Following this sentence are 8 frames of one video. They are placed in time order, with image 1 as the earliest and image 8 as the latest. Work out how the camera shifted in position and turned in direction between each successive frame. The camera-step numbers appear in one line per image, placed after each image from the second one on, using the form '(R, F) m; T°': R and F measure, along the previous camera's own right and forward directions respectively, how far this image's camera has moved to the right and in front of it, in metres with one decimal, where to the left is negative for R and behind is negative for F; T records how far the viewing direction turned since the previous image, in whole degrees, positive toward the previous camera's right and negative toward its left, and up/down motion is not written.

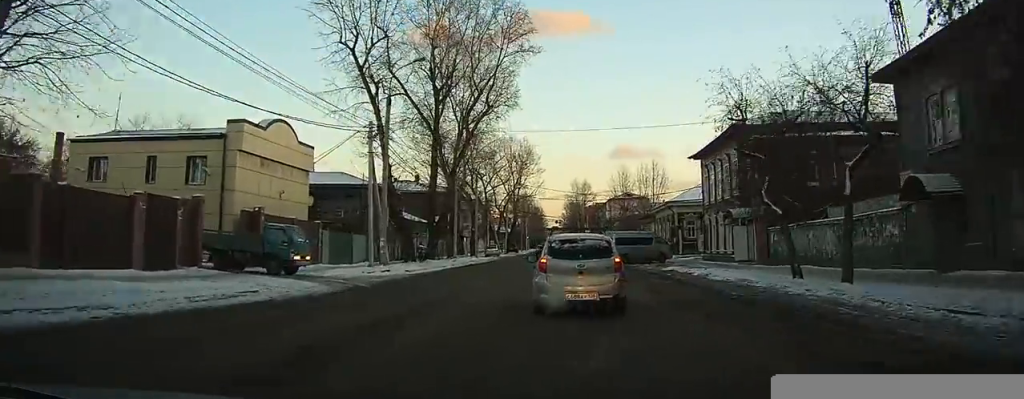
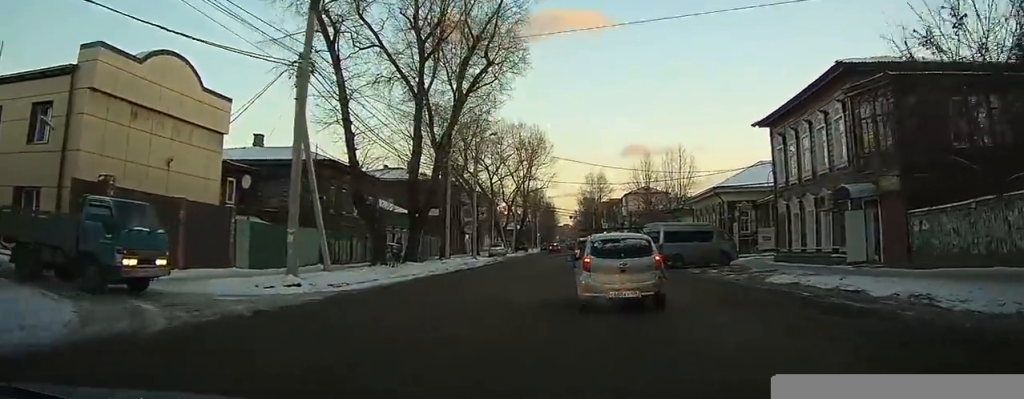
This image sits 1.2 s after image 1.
(-0.2, +11.3) m; -1°
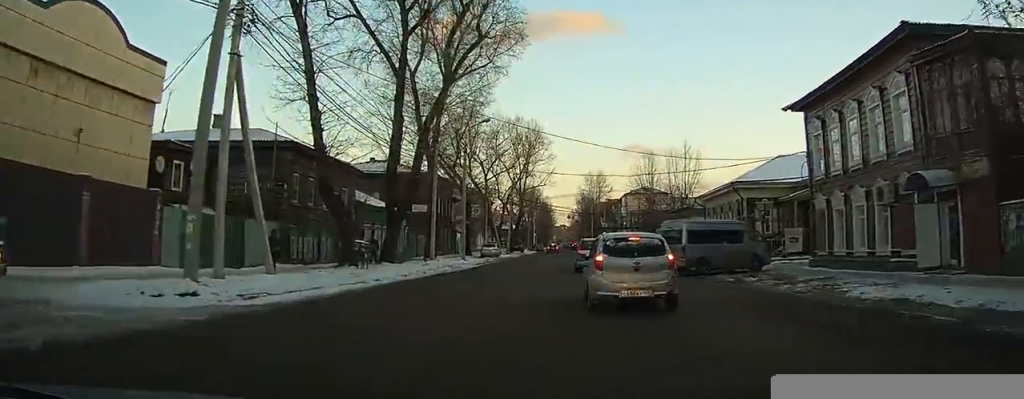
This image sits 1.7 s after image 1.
(0.0, +4.6) m; 0°
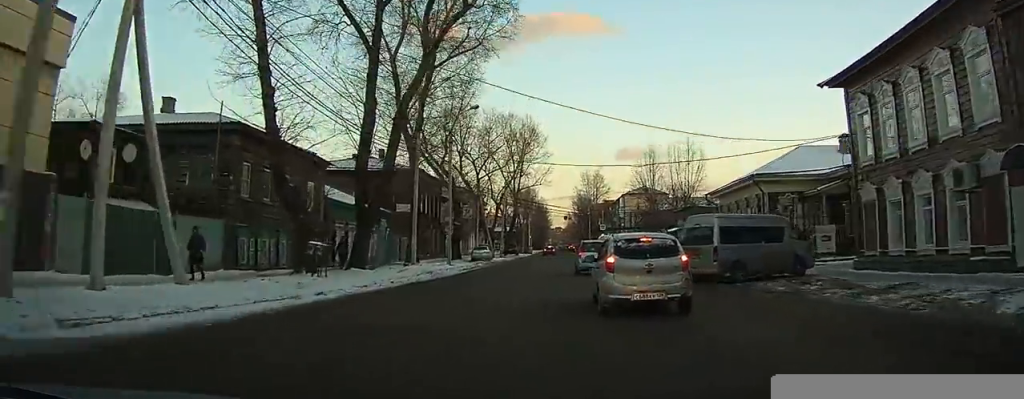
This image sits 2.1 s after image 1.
(0.0, +4.5) m; 0°
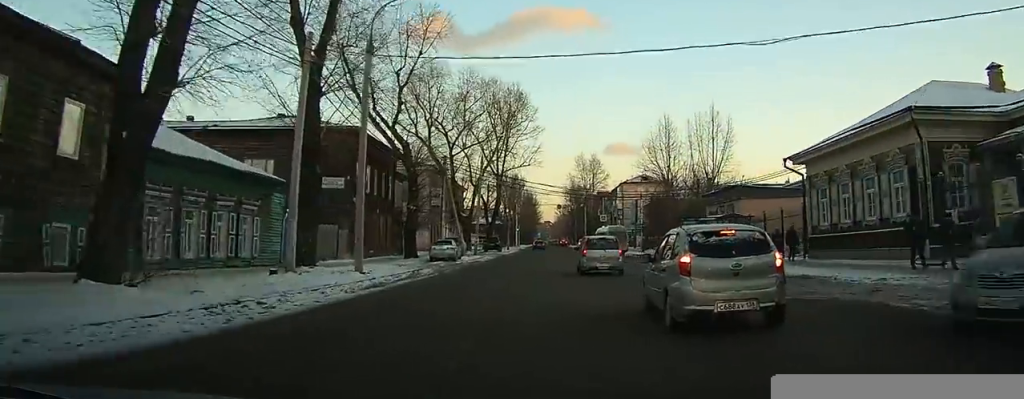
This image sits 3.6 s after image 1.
(+0.1, +15.9) m; +1°
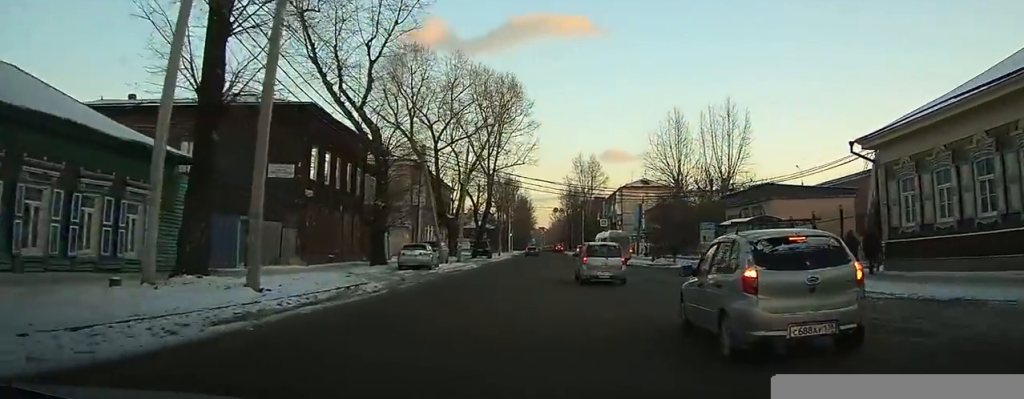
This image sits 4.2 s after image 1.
(+0.1, +7.0) m; +1°
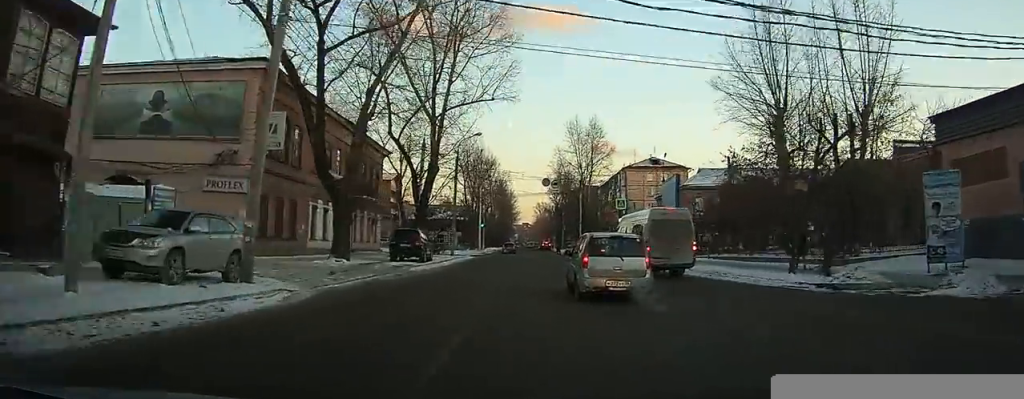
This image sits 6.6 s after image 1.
(+0.9, +29.0) m; +3°
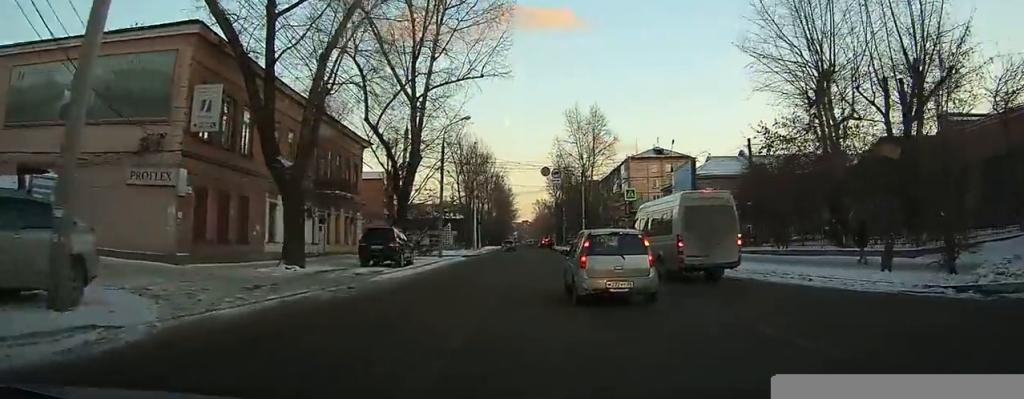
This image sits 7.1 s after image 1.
(0.0, +6.2) m; 0°
